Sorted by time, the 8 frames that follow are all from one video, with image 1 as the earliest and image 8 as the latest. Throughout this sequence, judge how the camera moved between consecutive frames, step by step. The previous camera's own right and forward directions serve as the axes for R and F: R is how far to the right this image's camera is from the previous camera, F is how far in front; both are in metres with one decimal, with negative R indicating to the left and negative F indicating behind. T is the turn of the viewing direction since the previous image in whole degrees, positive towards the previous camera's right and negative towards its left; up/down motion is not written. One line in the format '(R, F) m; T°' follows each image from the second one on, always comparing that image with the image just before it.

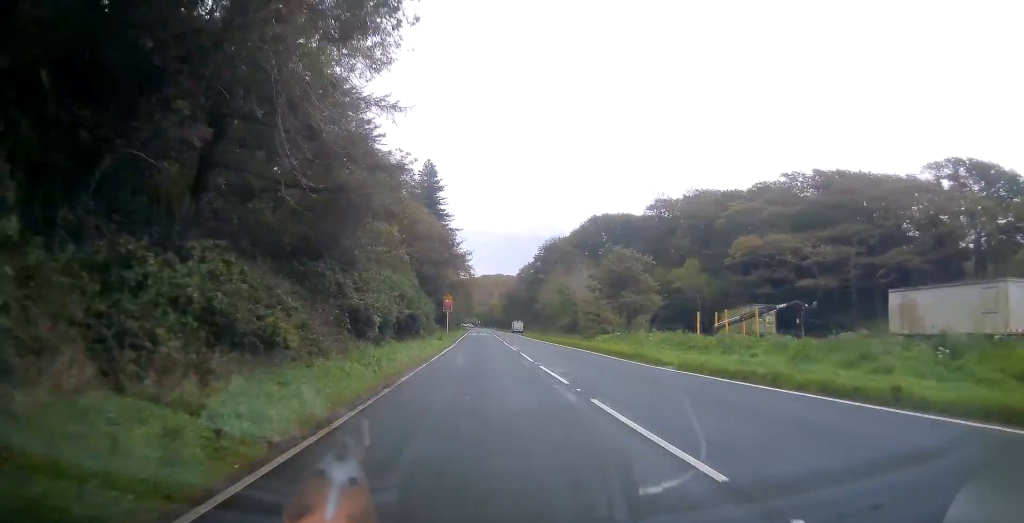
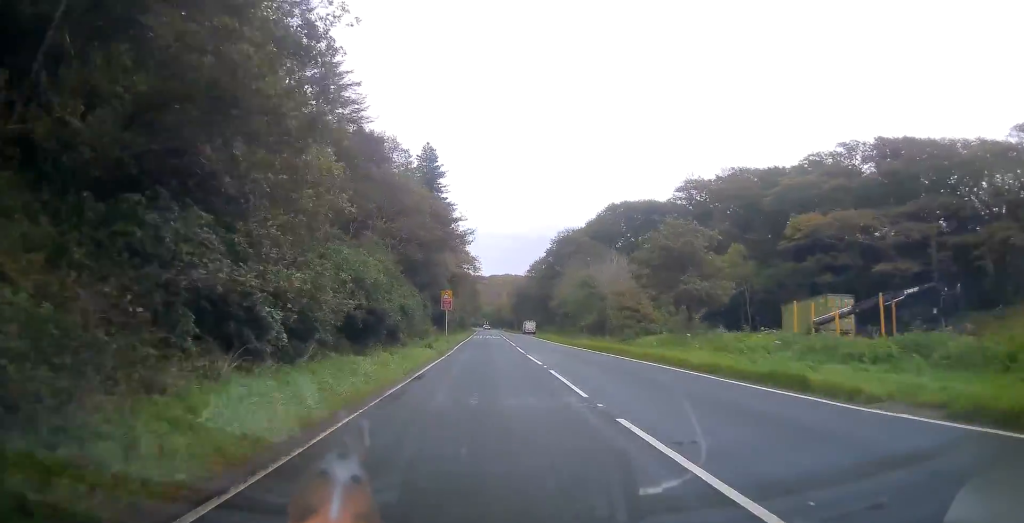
(-0.1, +11.4) m; 0°
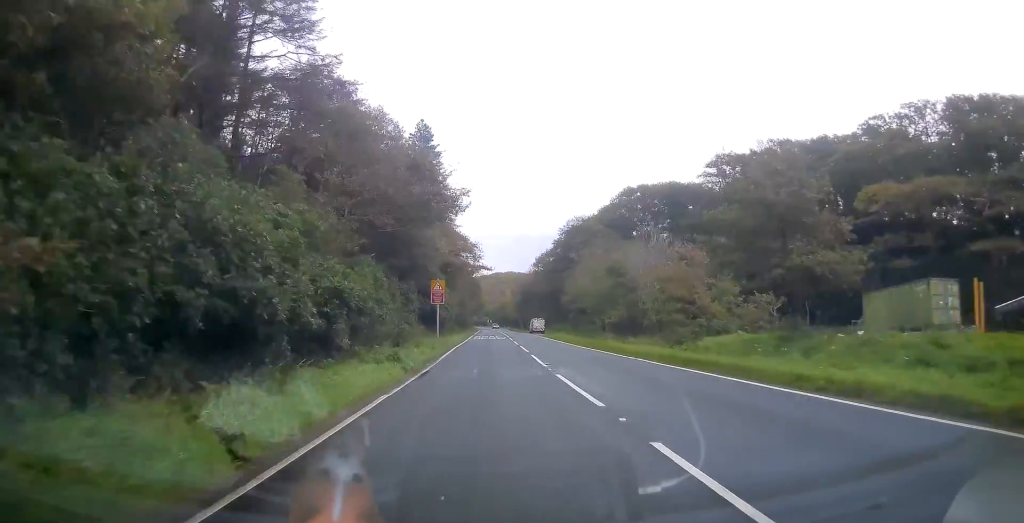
(0.0, +10.8) m; 0°
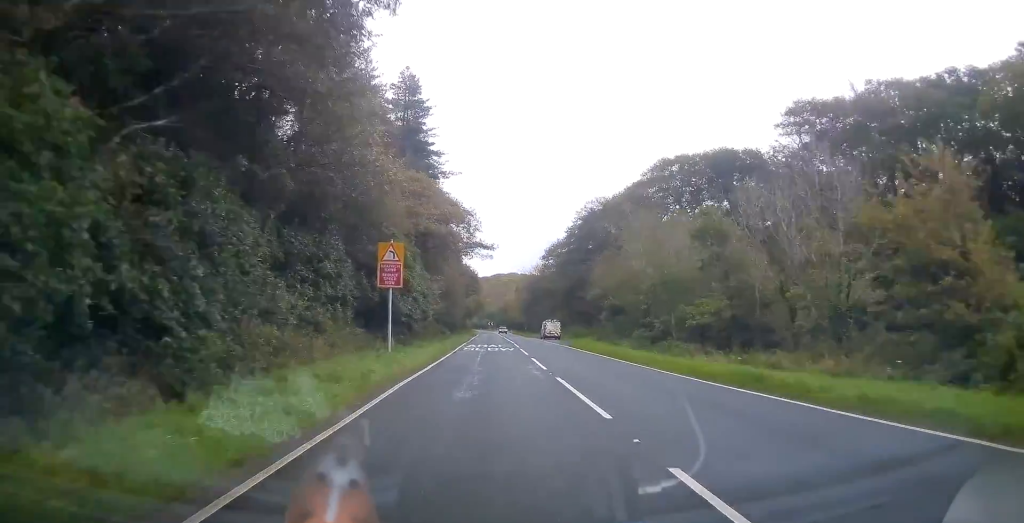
(-0.2, +18.8) m; 0°
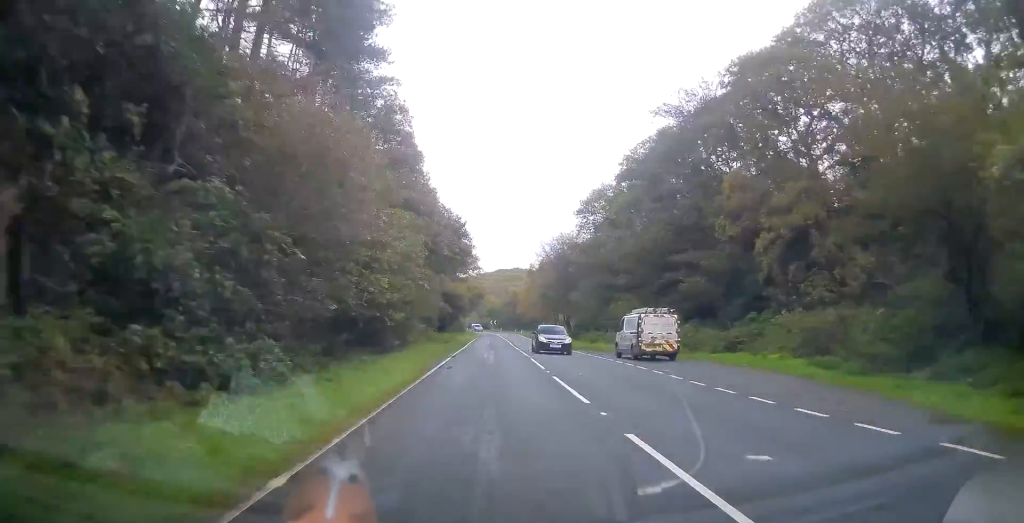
(+0.6, +42.4) m; +1°
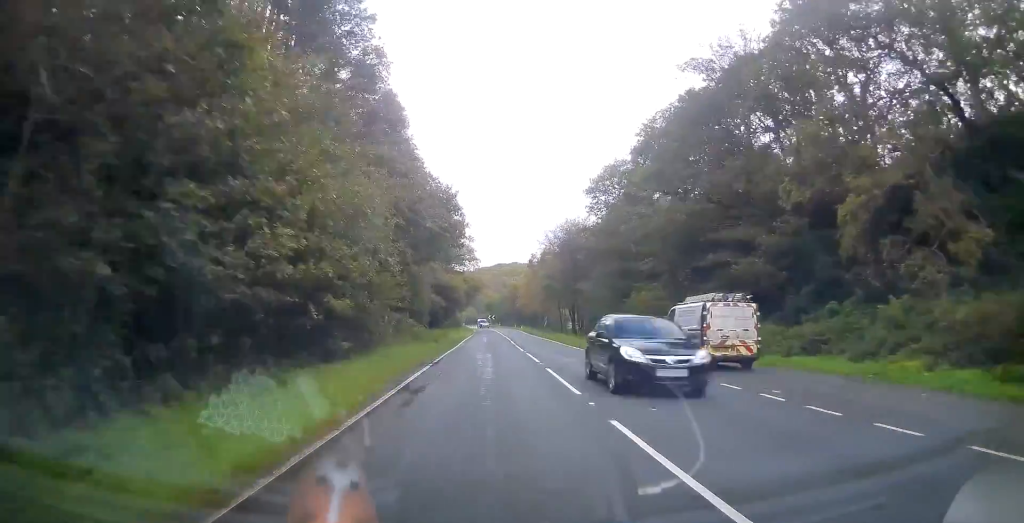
(+0.1, +8.1) m; 0°
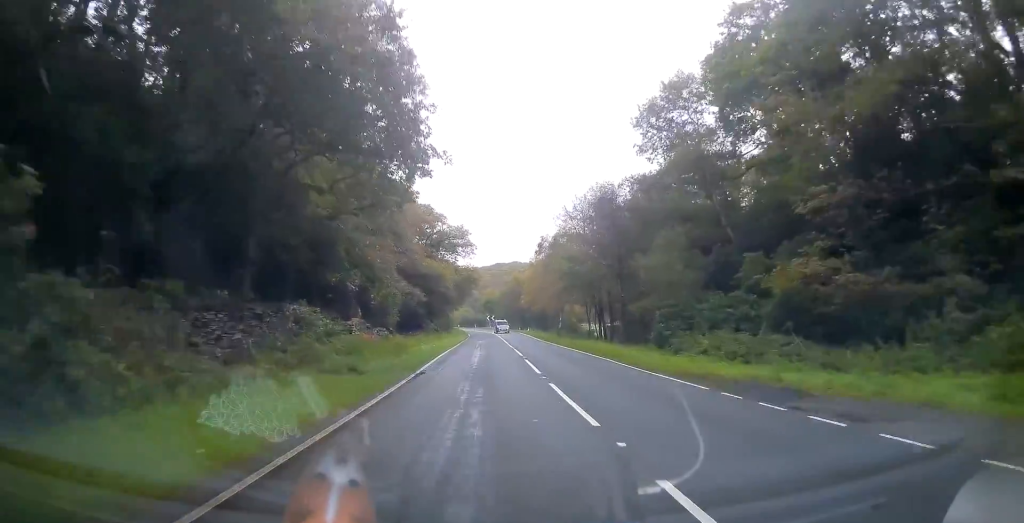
(-0.4, +20.8) m; 0°
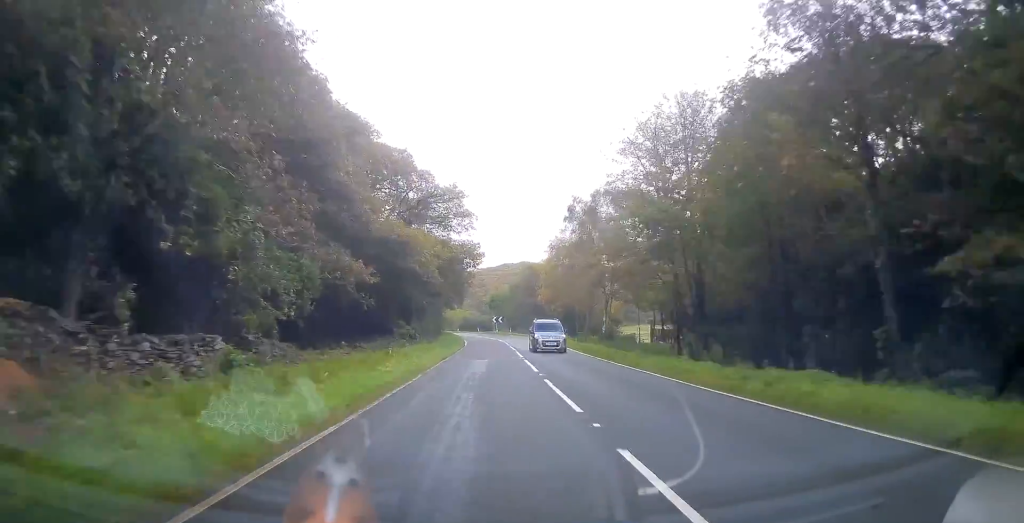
(+0.4, +25.4) m; +1°
